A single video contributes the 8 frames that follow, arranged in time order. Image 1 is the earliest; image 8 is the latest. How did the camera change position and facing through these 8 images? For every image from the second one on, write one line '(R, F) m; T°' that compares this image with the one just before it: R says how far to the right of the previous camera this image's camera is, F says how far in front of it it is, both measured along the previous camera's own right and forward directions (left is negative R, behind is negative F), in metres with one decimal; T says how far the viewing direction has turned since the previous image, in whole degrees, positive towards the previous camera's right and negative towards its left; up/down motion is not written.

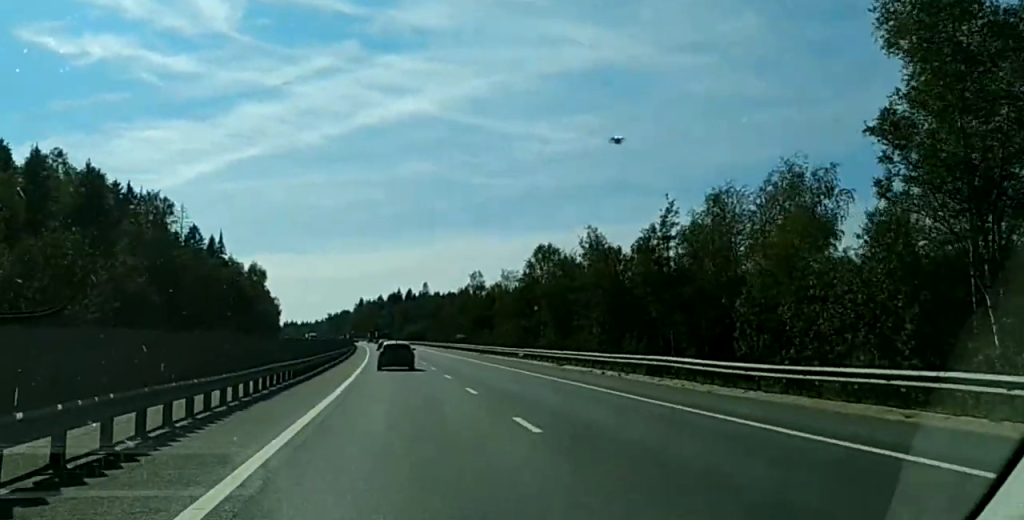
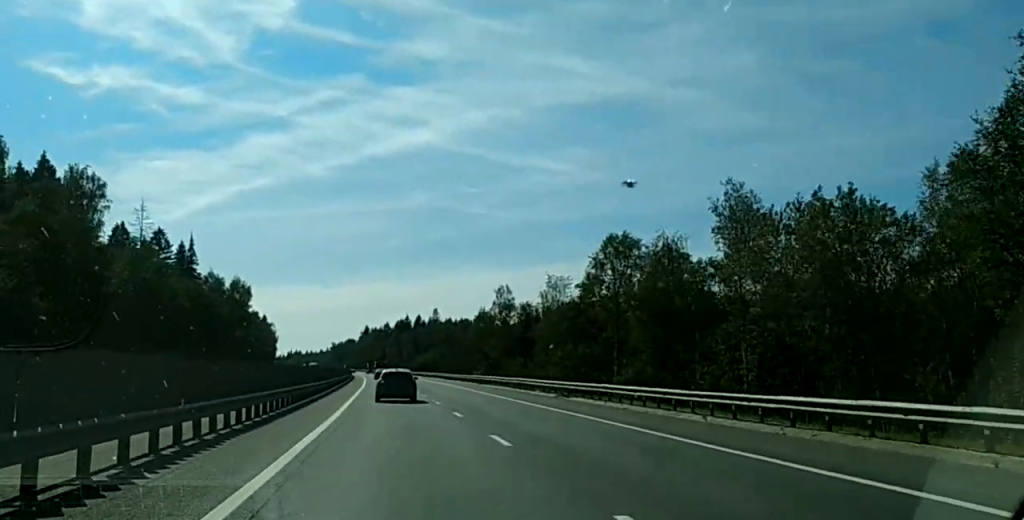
(-0.3, +42.0) m; 0°
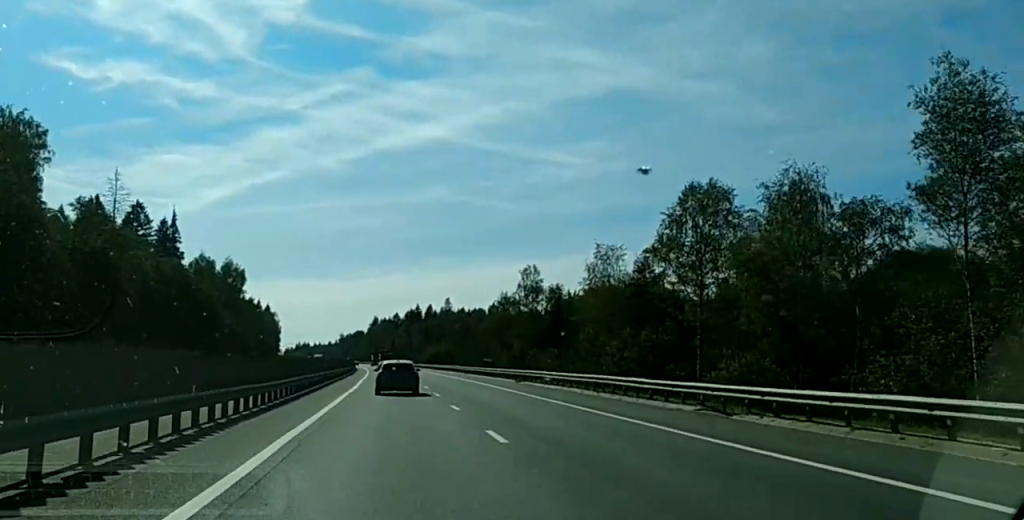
(+0.2, +23.6) m; -1°
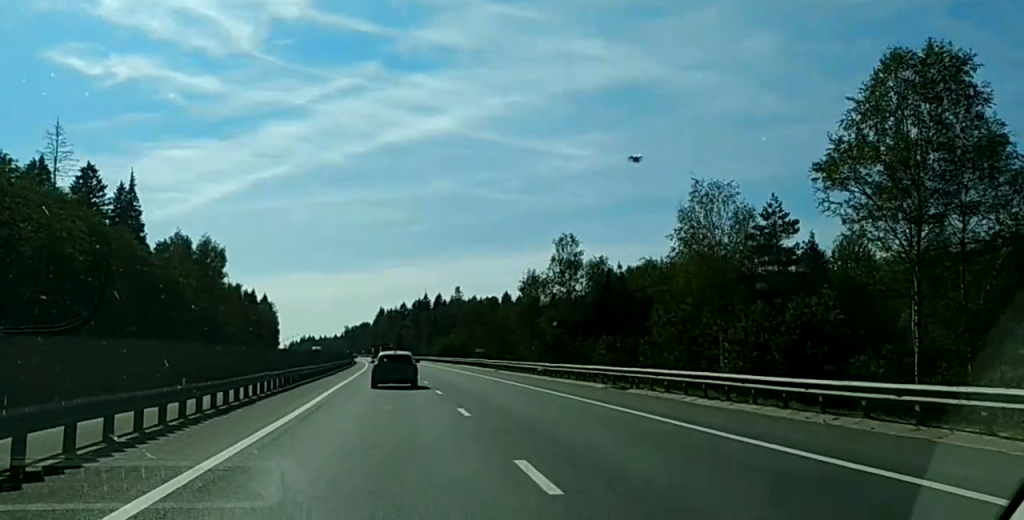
(-0.4, +29.5) m; -1°
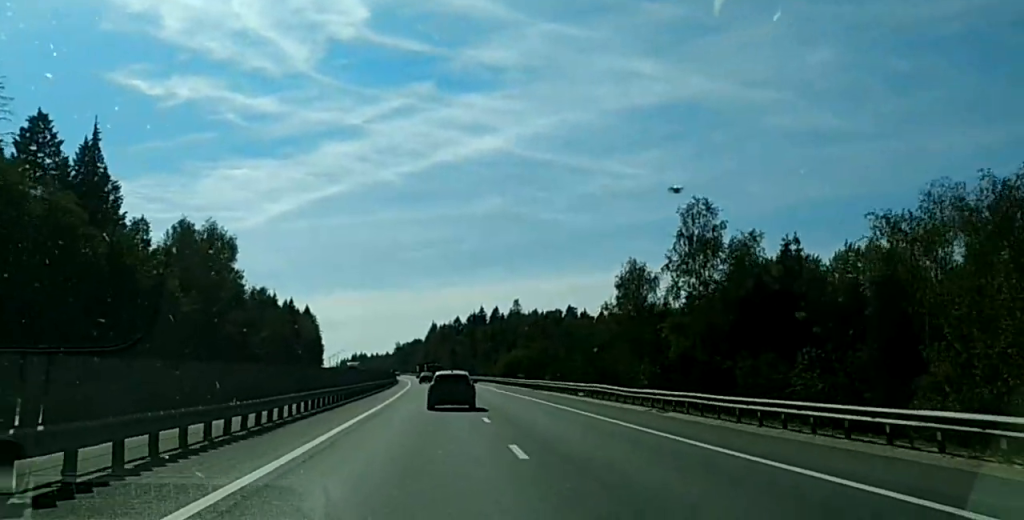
(+0.1, +39.4) m; 0°
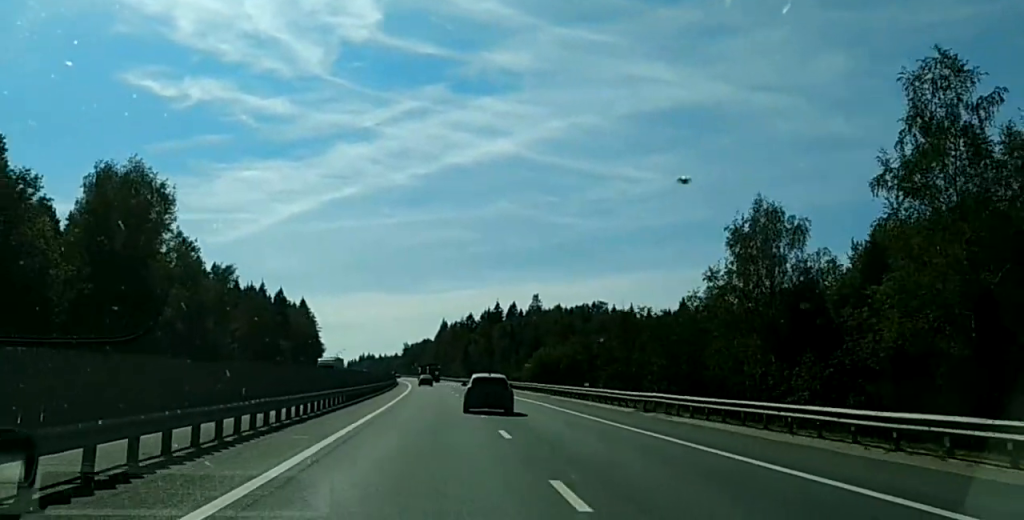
(-0.3, +44.2) m; -1°
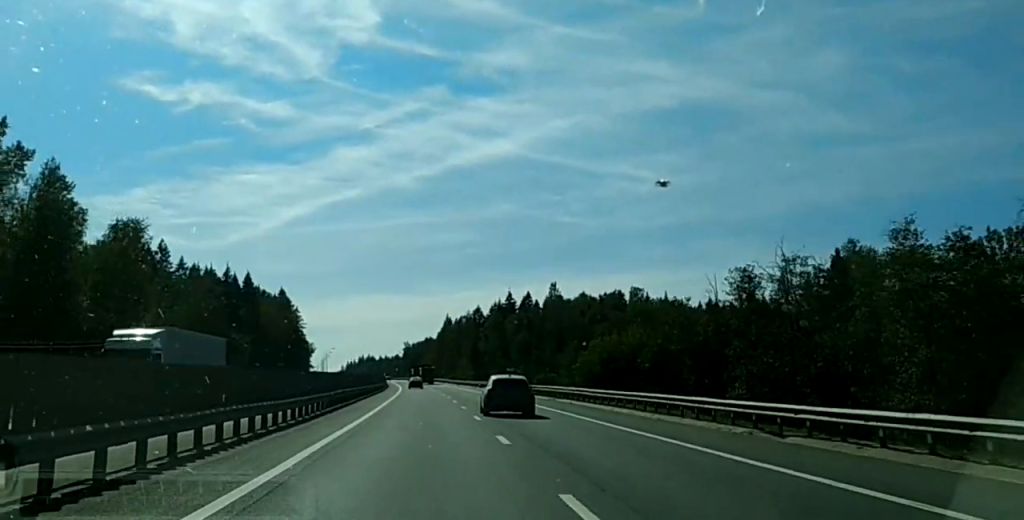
(-0.8, +64.0) m; -1°
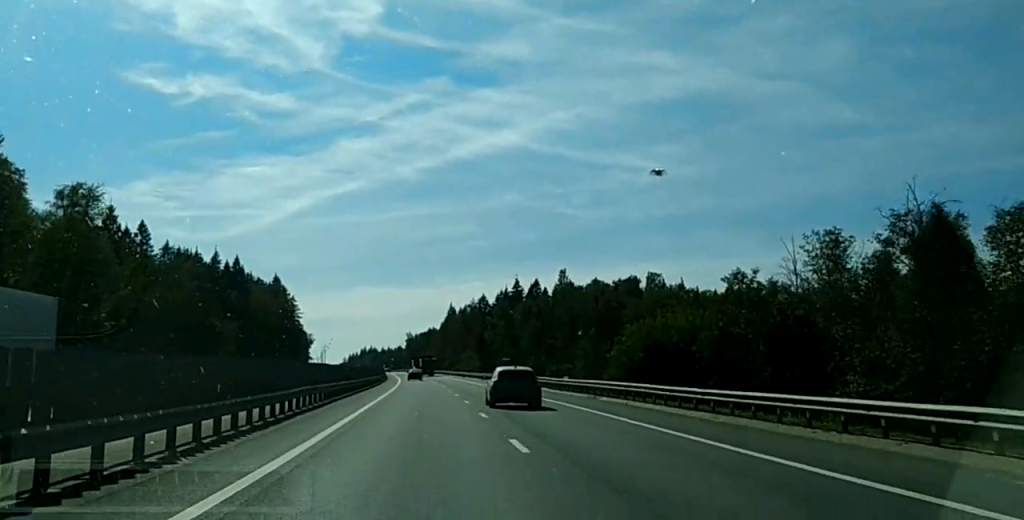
(-0.1, +23.5) m; 0°
